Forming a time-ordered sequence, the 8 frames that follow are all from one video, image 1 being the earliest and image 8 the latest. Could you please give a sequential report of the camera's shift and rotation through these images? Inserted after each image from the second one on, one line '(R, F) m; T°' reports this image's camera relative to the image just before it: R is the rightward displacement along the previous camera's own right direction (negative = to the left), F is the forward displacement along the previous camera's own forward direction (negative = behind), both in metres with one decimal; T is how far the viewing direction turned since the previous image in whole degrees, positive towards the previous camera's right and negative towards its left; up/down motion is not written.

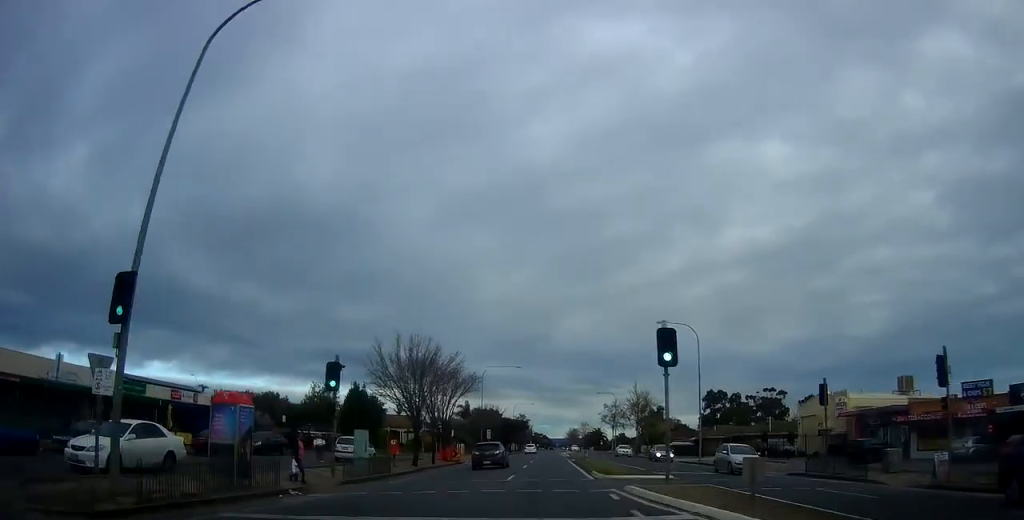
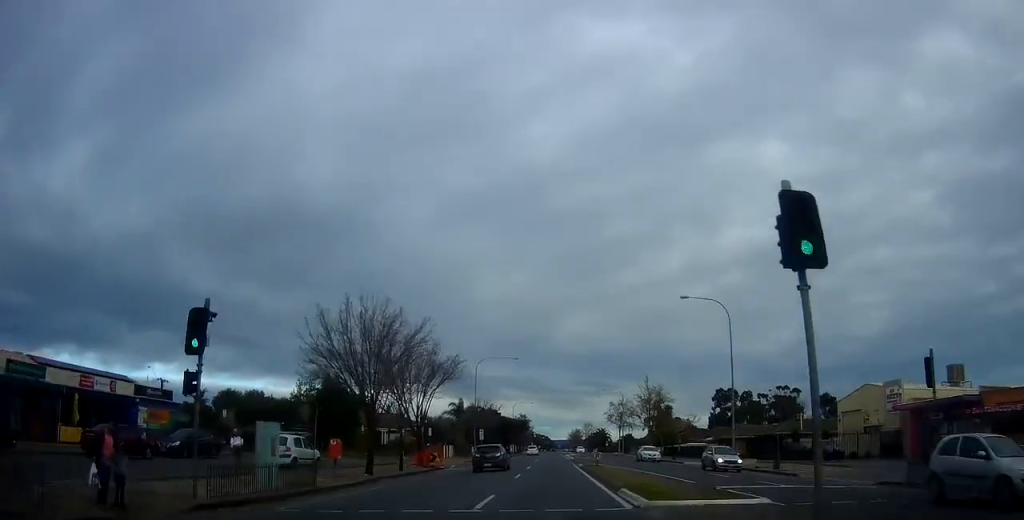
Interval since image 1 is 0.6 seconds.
(-0.2, +9.3) m; -1°
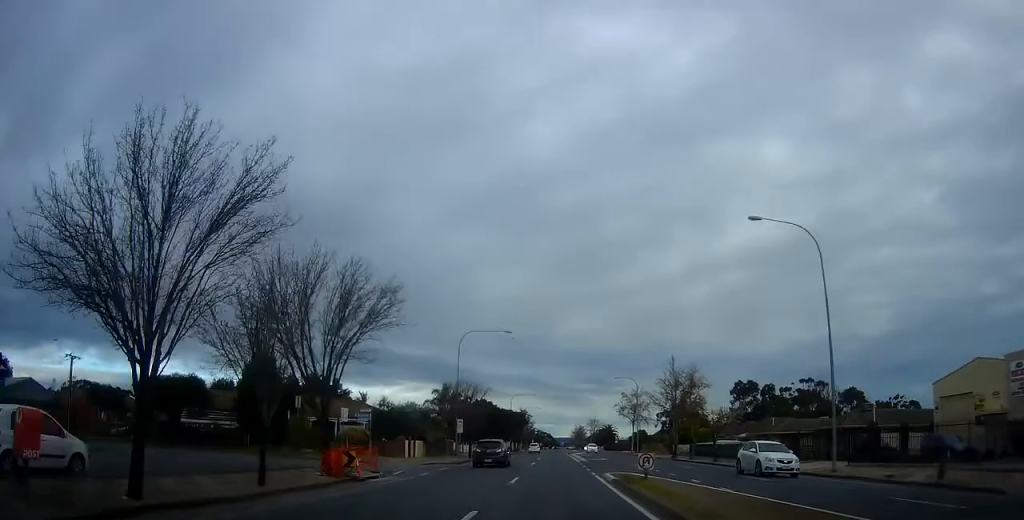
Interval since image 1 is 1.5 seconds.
(-0.4, +15.9) m; -2°
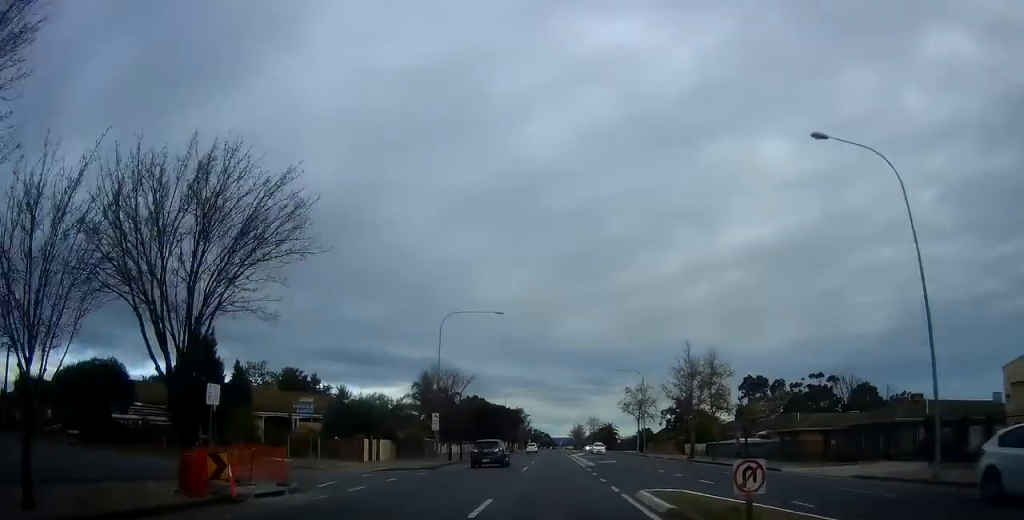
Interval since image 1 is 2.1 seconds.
(-0.2, +8.8) m; 0°
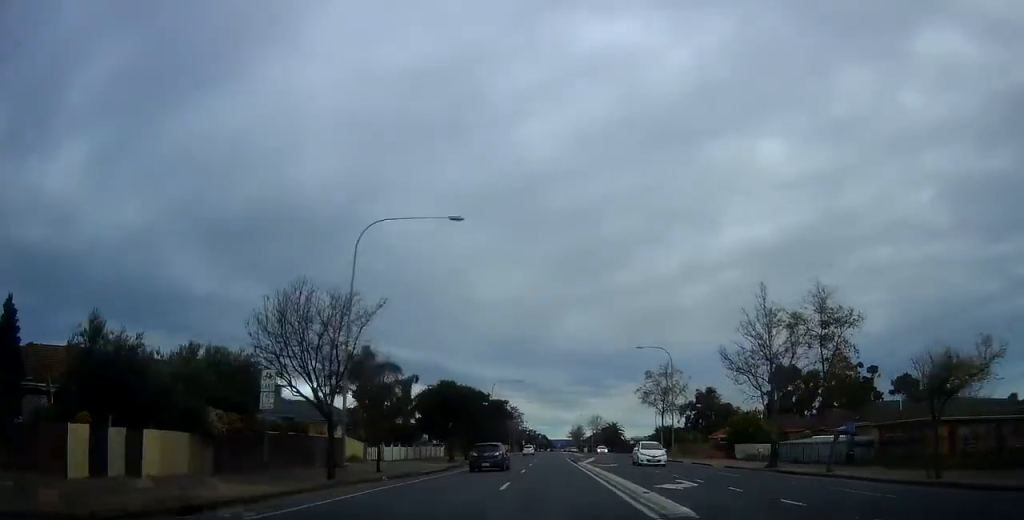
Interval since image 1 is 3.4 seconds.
(+0.3, +22.1) m; +1°
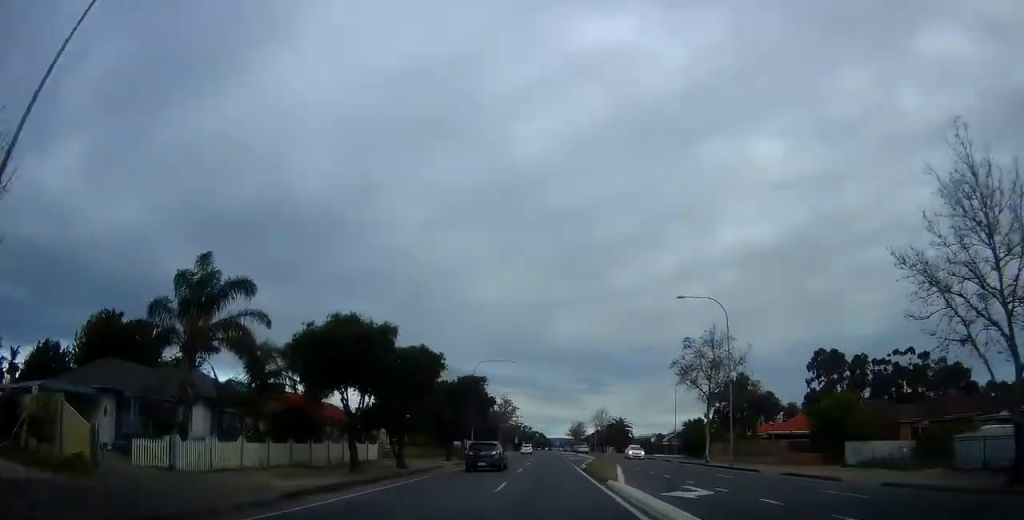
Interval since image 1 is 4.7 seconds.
(+0.3, +21.7) m; +1°
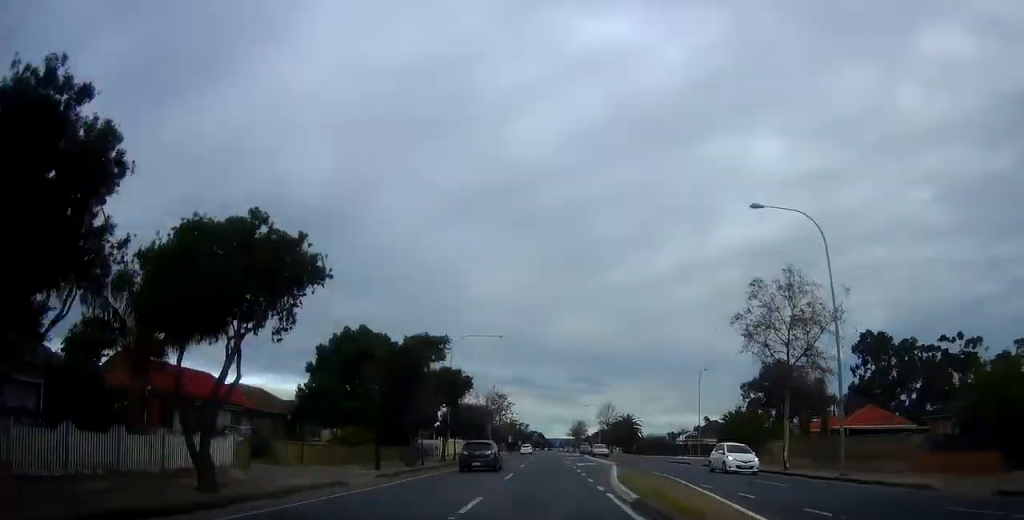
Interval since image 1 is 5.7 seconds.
(-0.2, +17.4) m; -1°
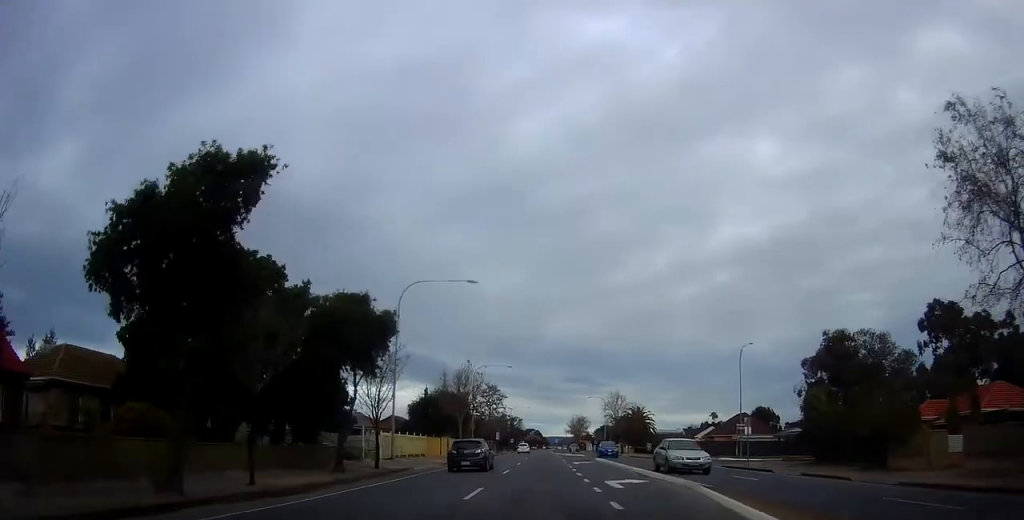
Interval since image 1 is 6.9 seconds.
(0.0, +20.3) m; 0°
